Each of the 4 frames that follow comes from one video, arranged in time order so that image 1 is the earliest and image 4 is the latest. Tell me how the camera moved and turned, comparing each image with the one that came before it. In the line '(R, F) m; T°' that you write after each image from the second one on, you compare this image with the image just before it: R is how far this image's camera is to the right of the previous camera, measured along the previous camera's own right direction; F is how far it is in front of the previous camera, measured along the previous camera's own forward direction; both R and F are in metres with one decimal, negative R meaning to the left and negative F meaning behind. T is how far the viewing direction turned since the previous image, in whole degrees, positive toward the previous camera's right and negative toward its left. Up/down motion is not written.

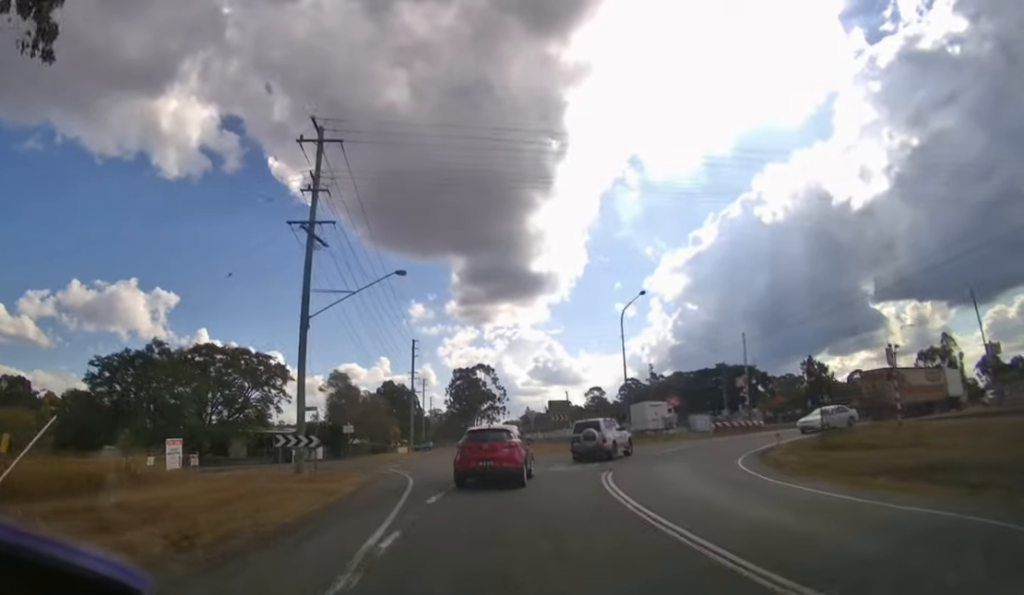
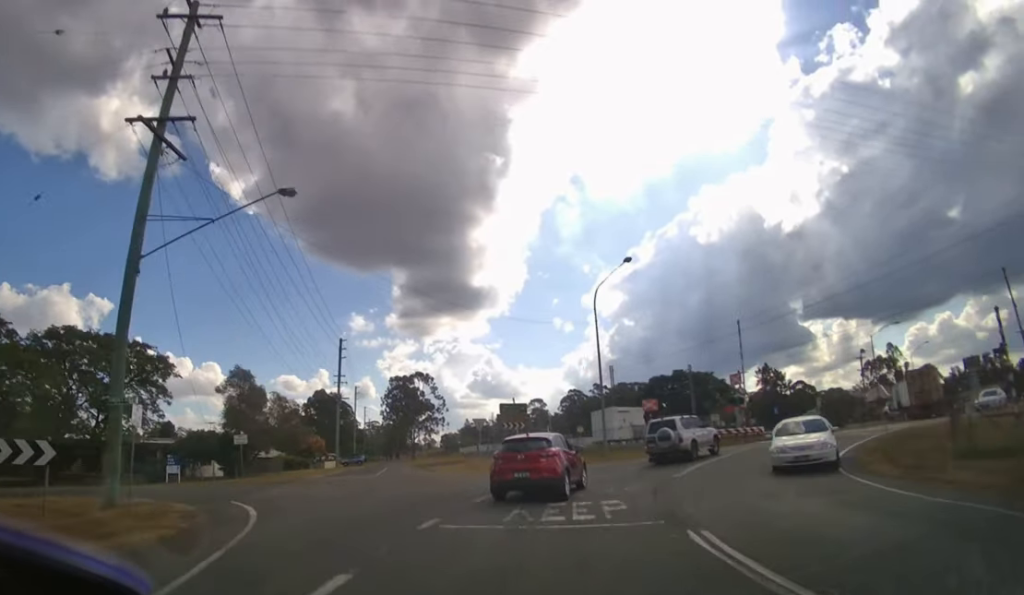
(+0.5, +10.6) m; +9°
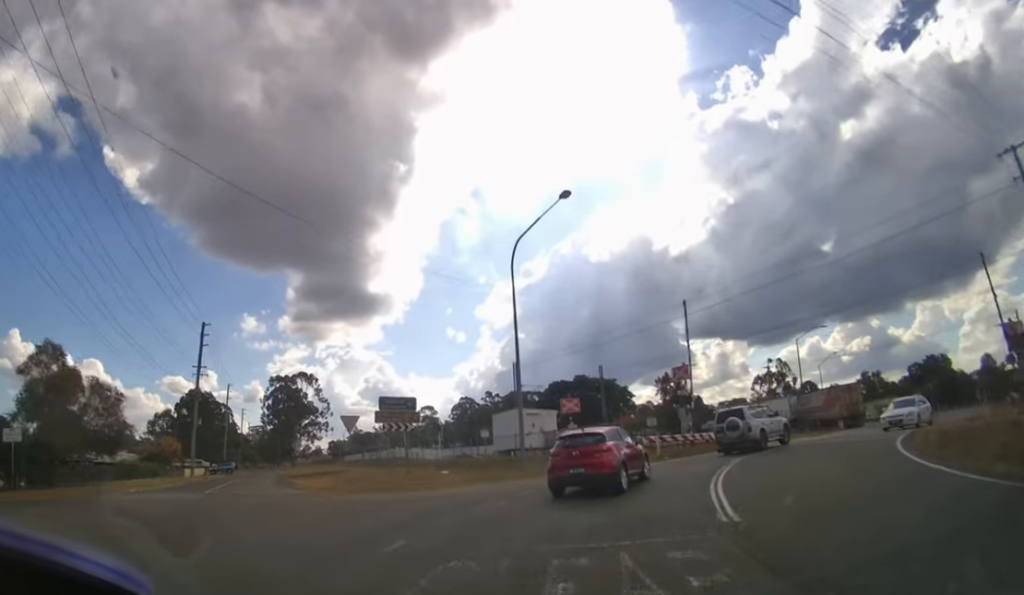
(+1.3, +8.9) m; +17°
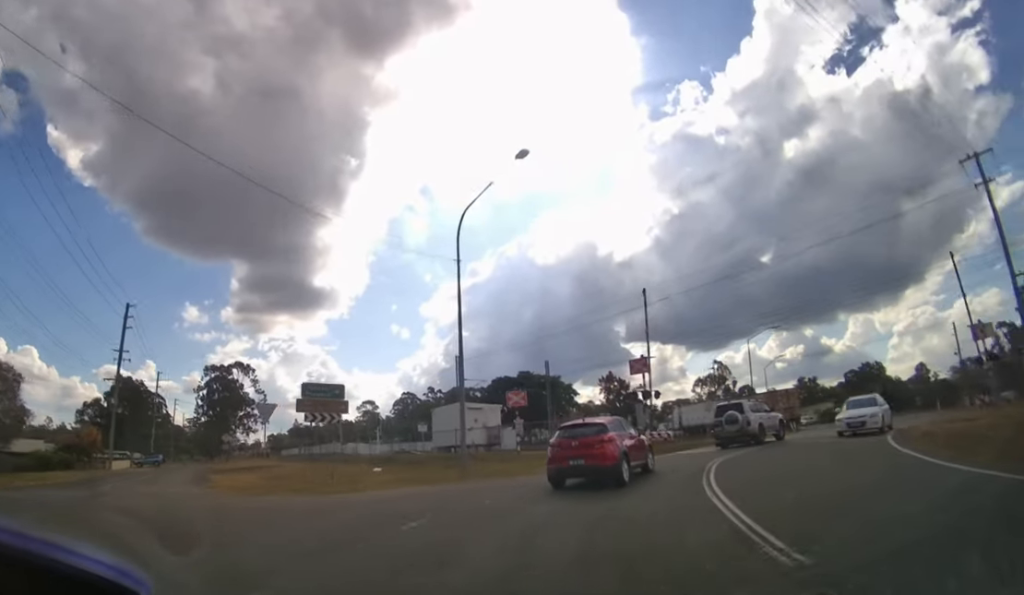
(0.0, +2.7) m; +6°
